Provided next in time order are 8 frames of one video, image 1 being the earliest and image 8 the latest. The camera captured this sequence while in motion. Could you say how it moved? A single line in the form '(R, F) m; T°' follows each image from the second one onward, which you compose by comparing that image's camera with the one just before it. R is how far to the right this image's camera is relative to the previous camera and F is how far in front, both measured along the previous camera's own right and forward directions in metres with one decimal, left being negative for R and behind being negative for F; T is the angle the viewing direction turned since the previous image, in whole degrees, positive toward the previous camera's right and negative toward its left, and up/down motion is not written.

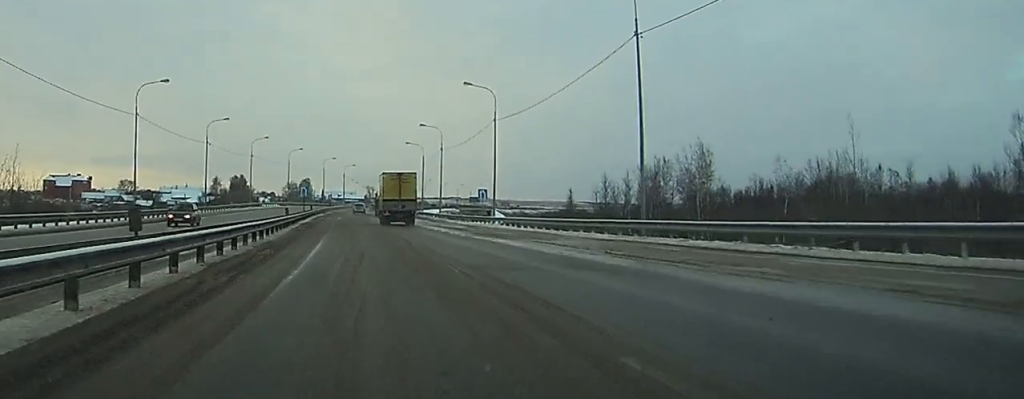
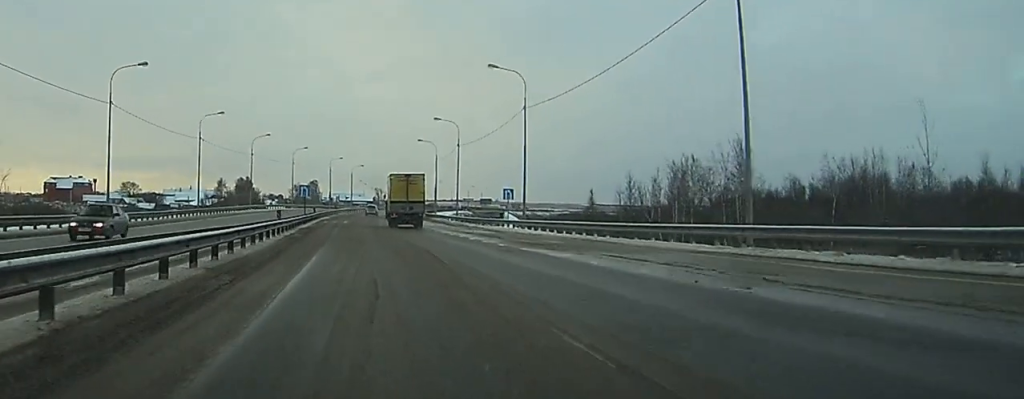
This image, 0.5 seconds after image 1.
(+0.1, +9.7) m; -1°
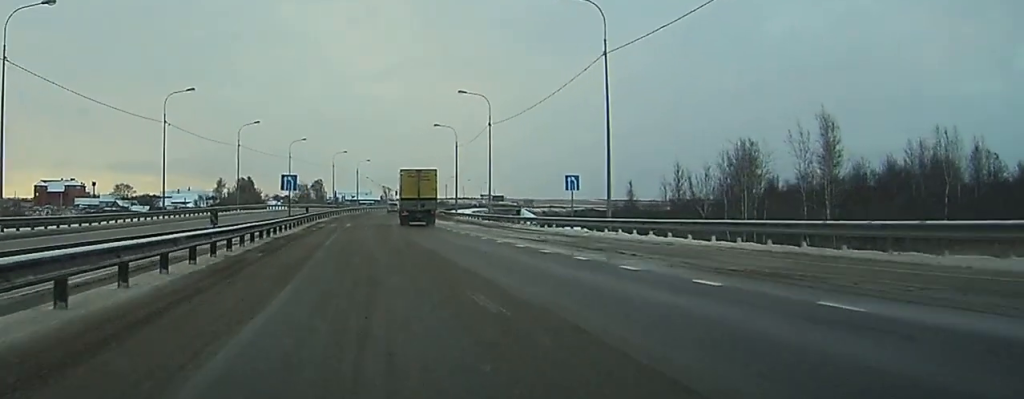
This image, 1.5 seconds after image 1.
(-0.4, +19.7) m; -2°
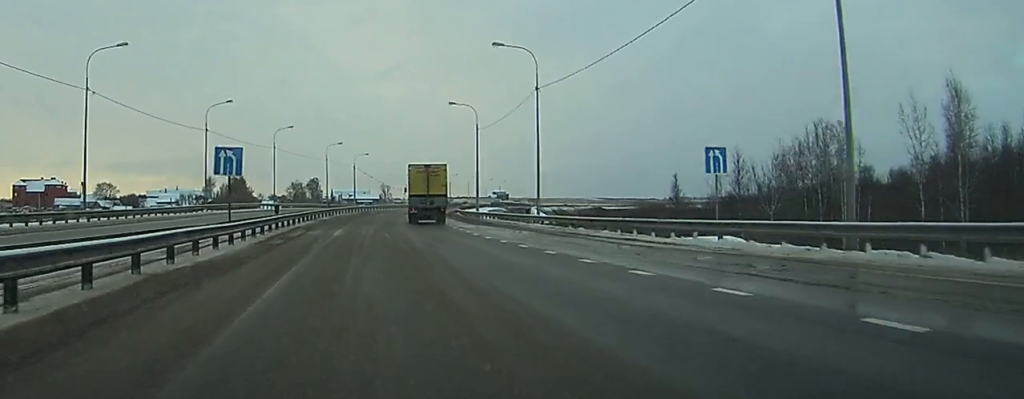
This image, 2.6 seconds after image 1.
(-0.3, +21.4) m; -1°
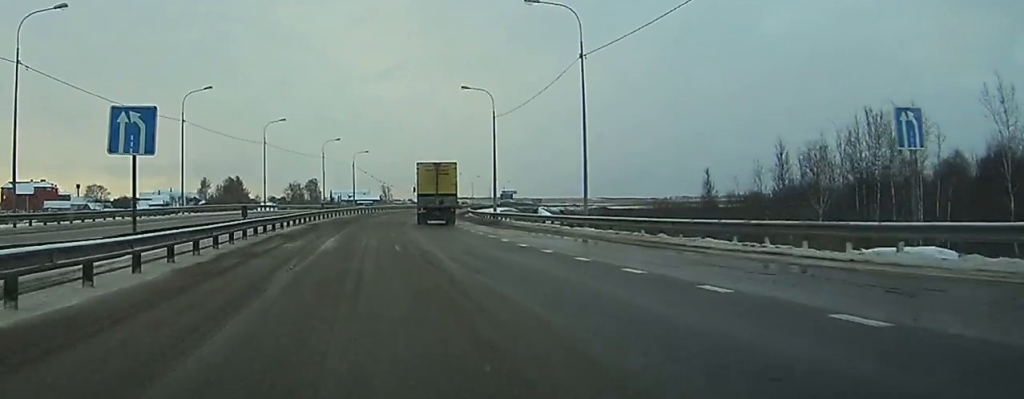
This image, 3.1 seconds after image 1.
(-0.1, +11.5) m; 0°
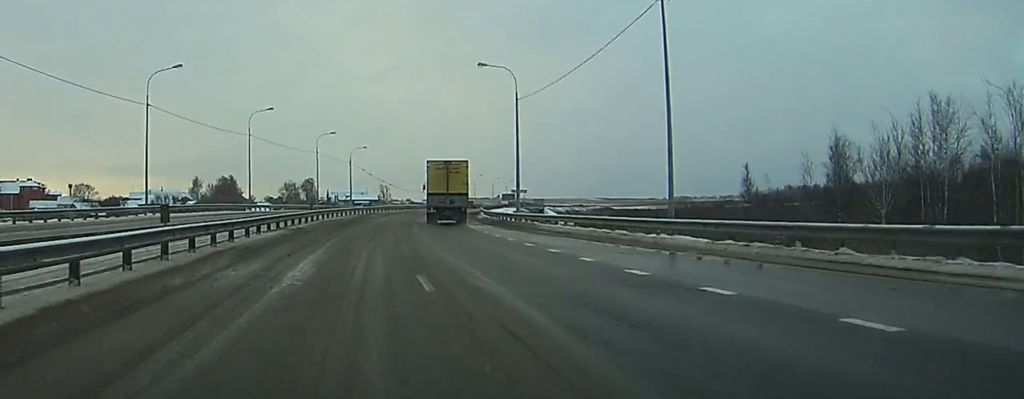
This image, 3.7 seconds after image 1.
(0.0, +12.2) m; 0°
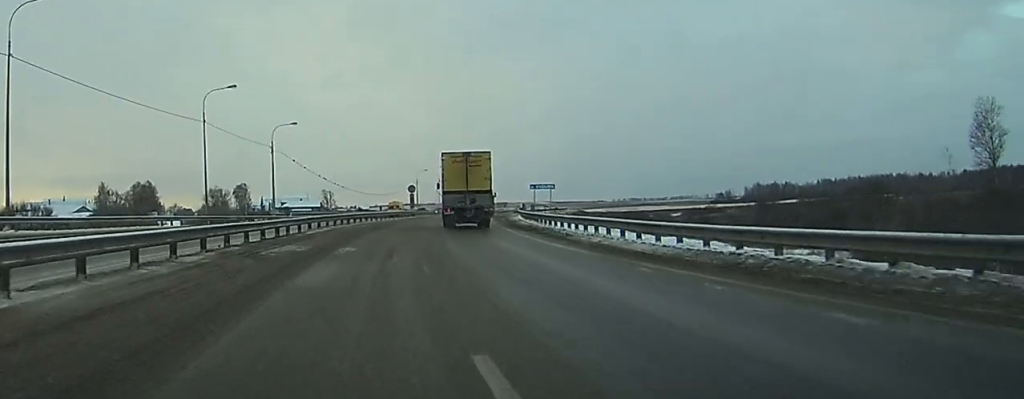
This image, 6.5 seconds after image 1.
(+0.6, +56.4) m; +2°
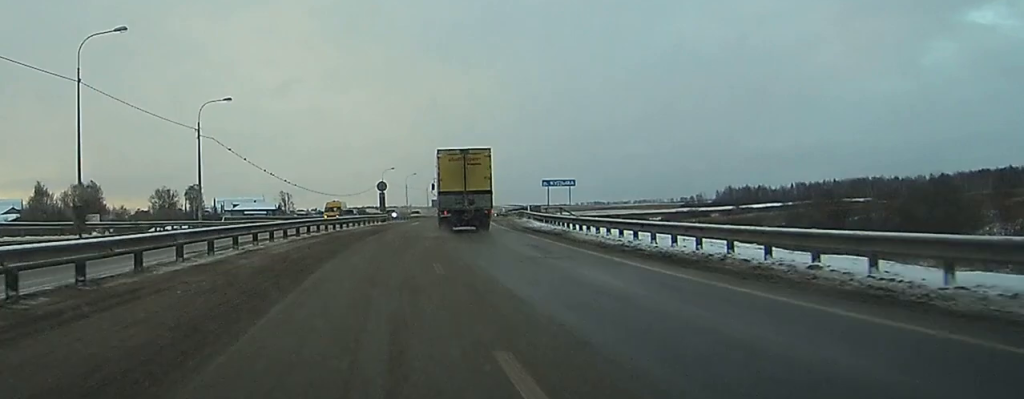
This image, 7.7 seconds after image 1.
(+0.5, +23.9) m; +2°
